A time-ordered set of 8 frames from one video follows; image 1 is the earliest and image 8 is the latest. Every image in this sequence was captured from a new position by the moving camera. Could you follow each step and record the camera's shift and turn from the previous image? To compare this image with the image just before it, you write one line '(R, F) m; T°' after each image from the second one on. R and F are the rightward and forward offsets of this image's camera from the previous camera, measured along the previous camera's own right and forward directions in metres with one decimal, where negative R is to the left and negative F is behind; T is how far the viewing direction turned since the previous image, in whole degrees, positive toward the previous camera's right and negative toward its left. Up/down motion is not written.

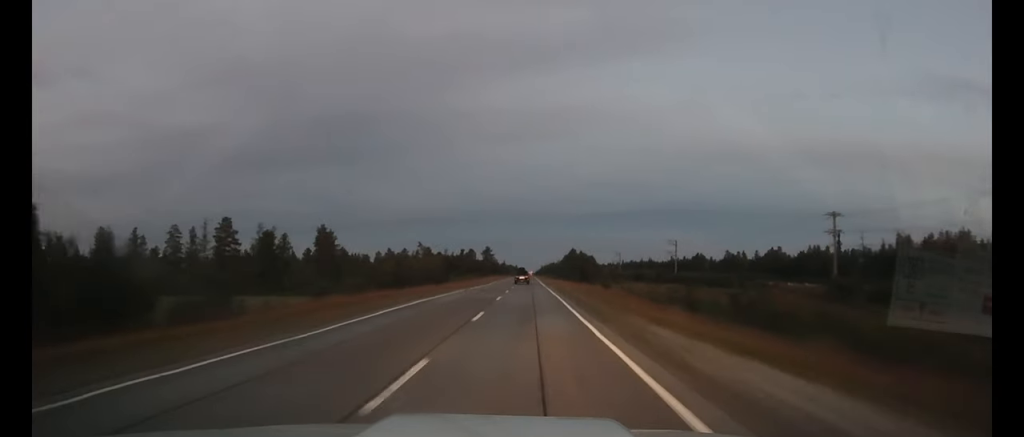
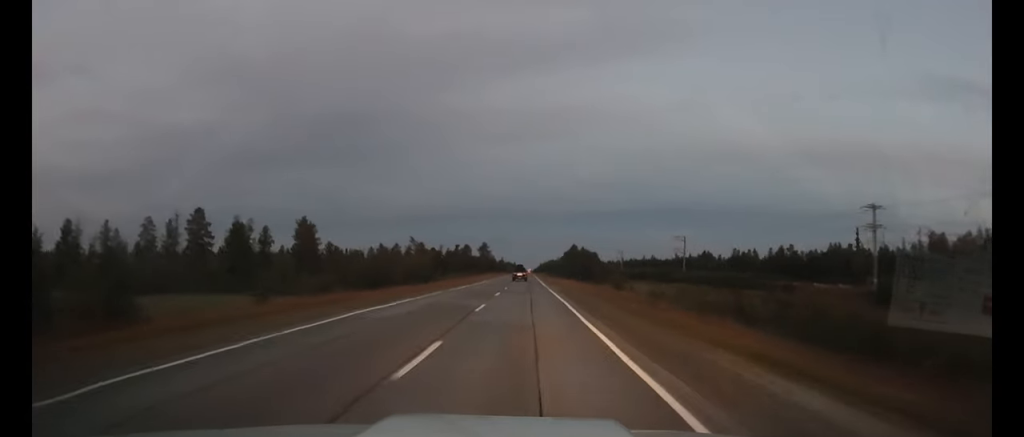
(0.0, +9.7) m; 0°
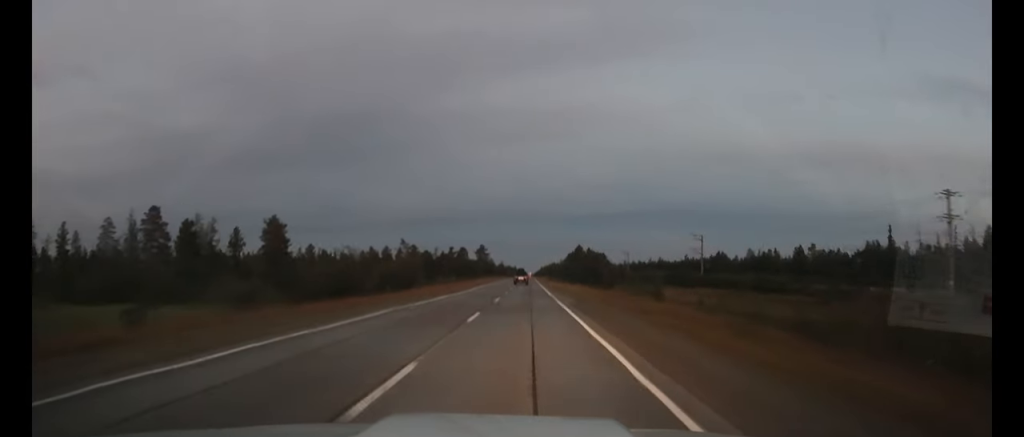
(0.0, +13.9) m; 0°
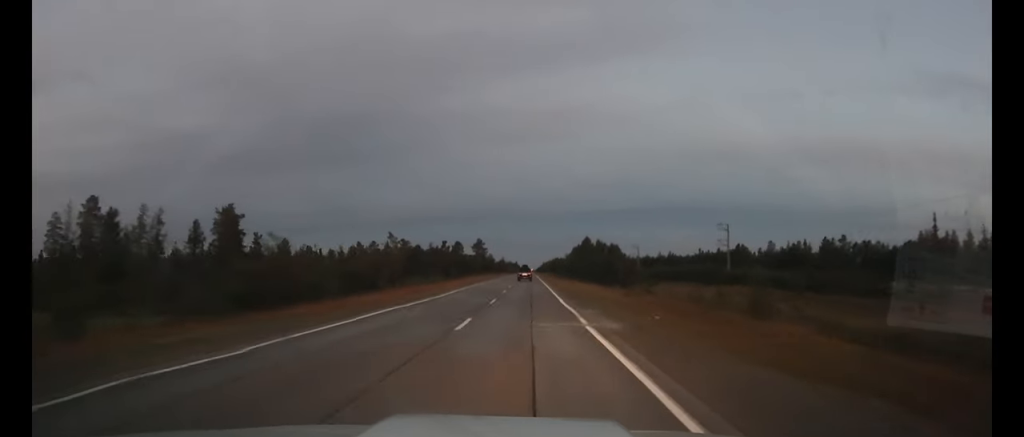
(0.0, +15.9) m; 0°
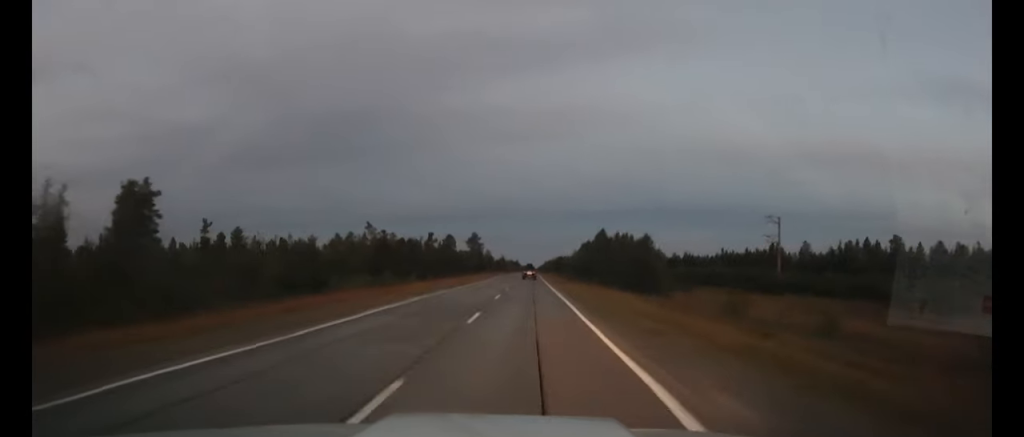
(0.0, +22.3) m; 0°
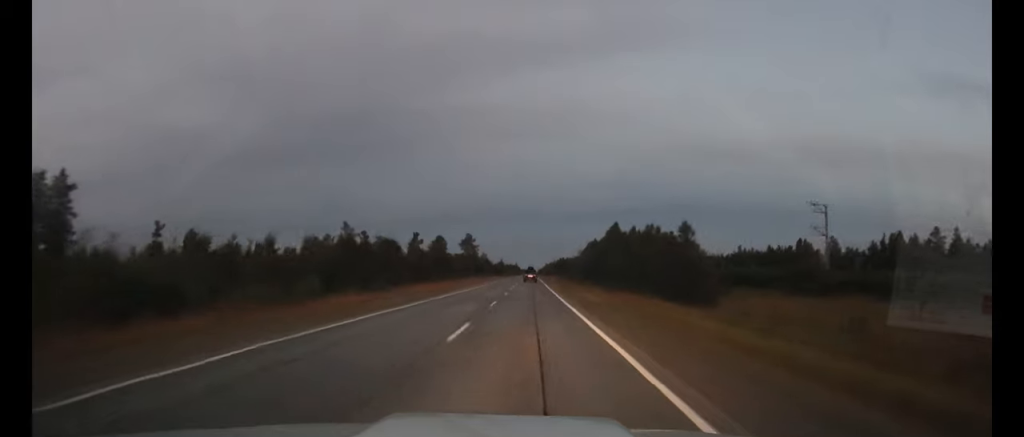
(0.0, +15.4) m; 0°
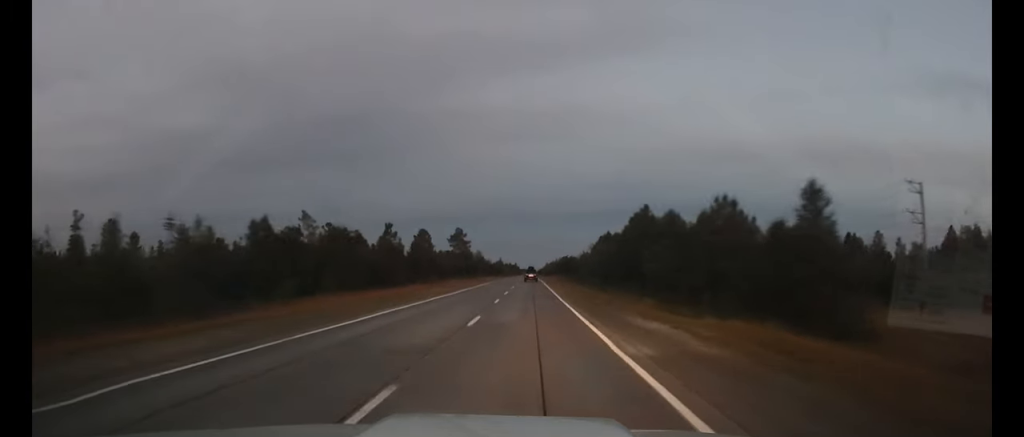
(0.0, +21.0) m; 0°
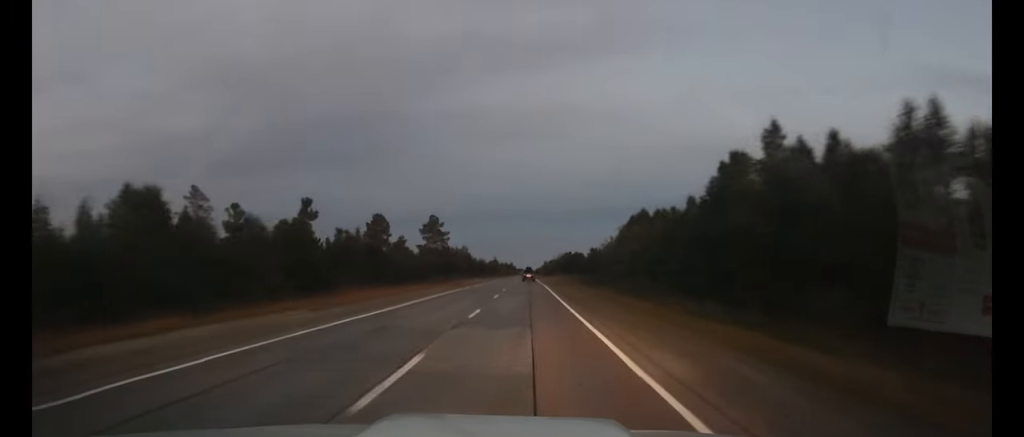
(+0.1, +32.5) m; 0°
